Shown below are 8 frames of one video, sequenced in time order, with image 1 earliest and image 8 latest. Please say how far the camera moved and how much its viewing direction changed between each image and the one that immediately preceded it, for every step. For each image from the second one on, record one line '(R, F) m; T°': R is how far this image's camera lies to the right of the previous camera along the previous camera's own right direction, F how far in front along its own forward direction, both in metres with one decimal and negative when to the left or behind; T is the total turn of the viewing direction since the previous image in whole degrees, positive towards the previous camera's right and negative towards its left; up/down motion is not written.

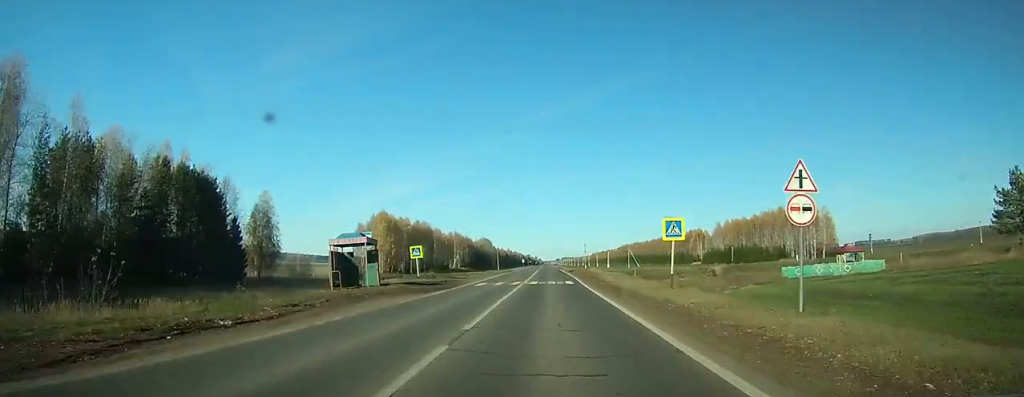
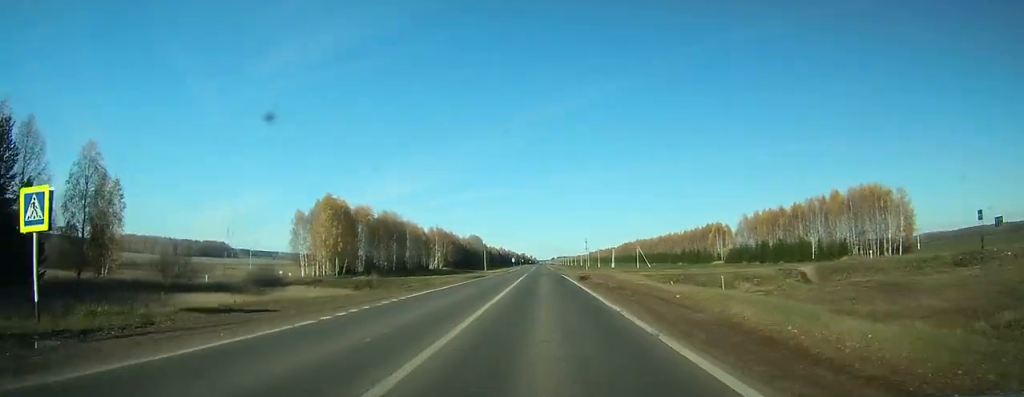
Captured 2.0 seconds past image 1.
(+0.1, +32.9) m; +1°
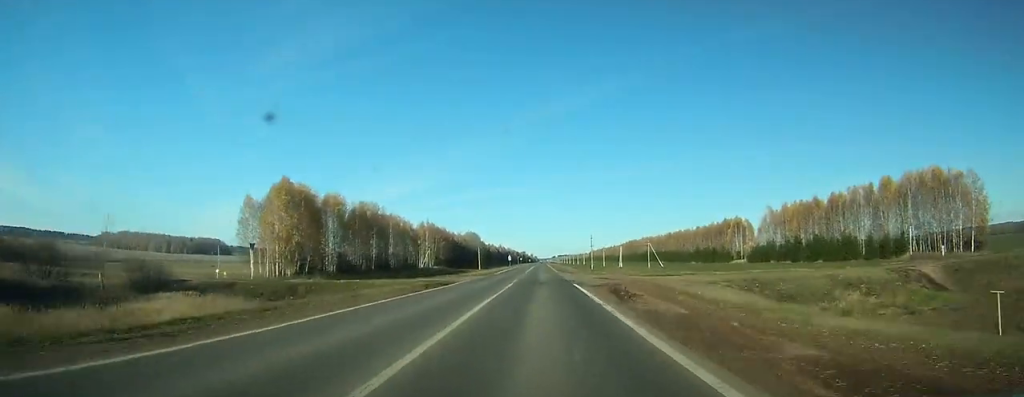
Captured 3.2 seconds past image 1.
(+0.1, +20.3) m; 0°
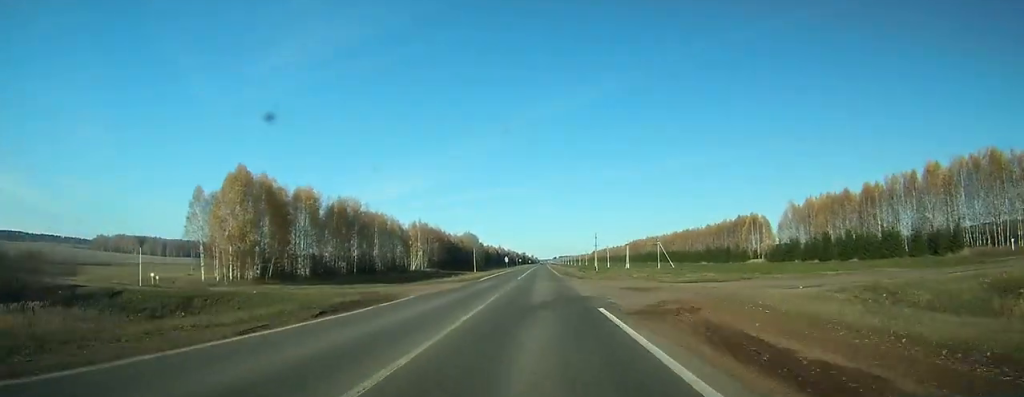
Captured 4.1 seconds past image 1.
(0.0, +15.2) m; 0°
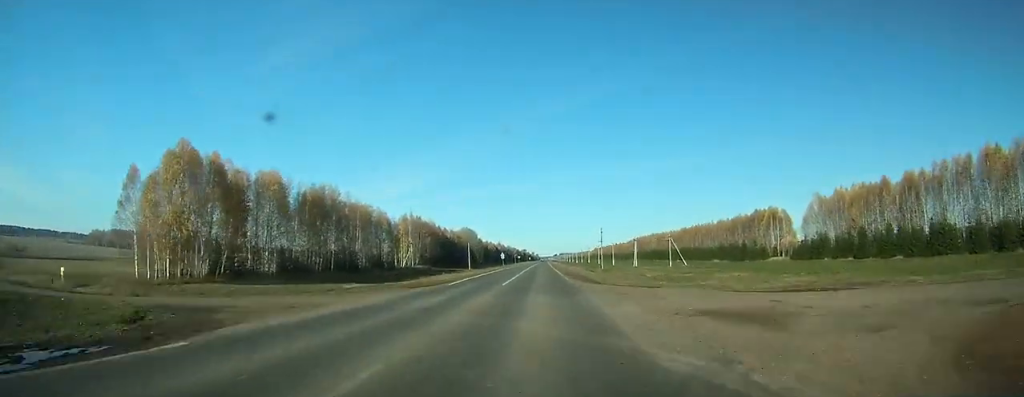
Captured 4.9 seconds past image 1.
(-0.1, +16.1) m; 0°
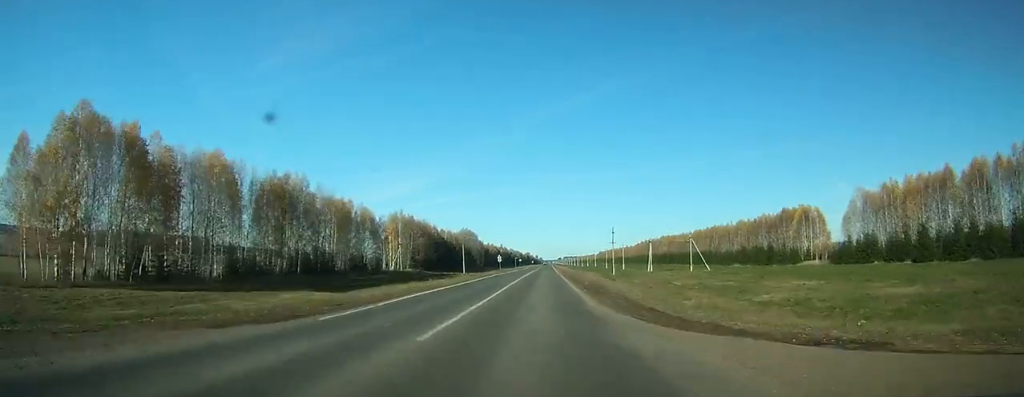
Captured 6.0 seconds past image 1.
(0.0, +20.2) m; 0°
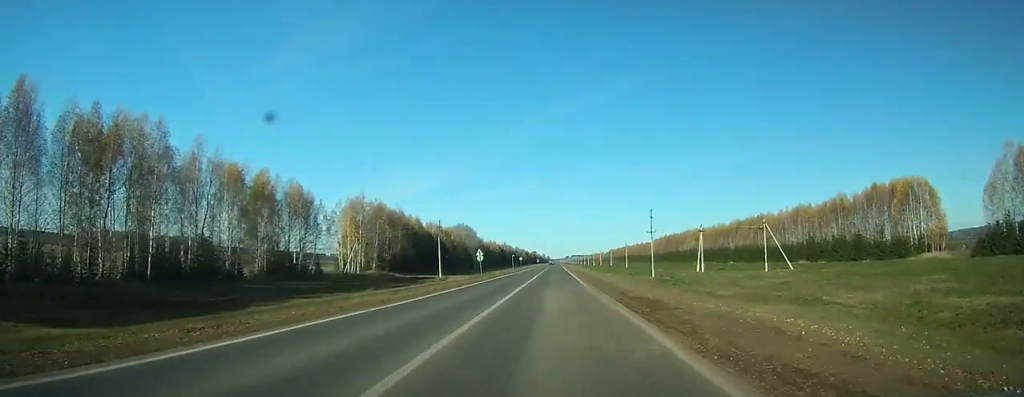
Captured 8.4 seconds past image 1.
(-0.3, +48.0) m; 0°
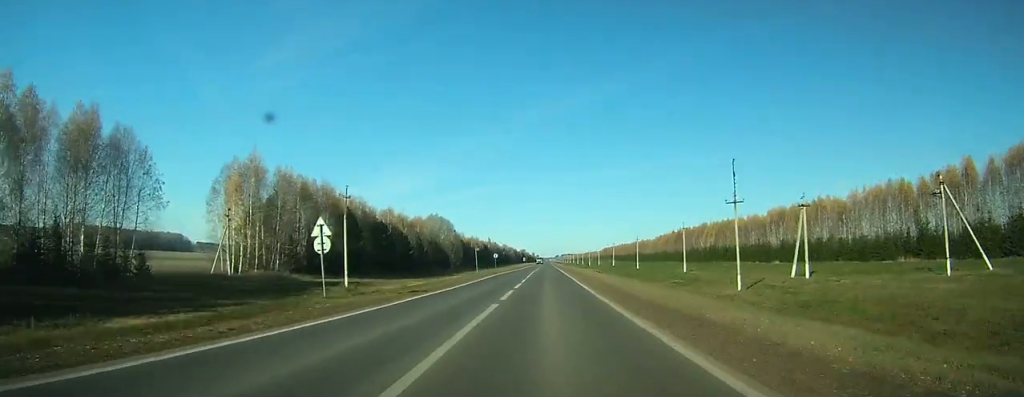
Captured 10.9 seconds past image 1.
(+0.1, +49.1) m; 0°
